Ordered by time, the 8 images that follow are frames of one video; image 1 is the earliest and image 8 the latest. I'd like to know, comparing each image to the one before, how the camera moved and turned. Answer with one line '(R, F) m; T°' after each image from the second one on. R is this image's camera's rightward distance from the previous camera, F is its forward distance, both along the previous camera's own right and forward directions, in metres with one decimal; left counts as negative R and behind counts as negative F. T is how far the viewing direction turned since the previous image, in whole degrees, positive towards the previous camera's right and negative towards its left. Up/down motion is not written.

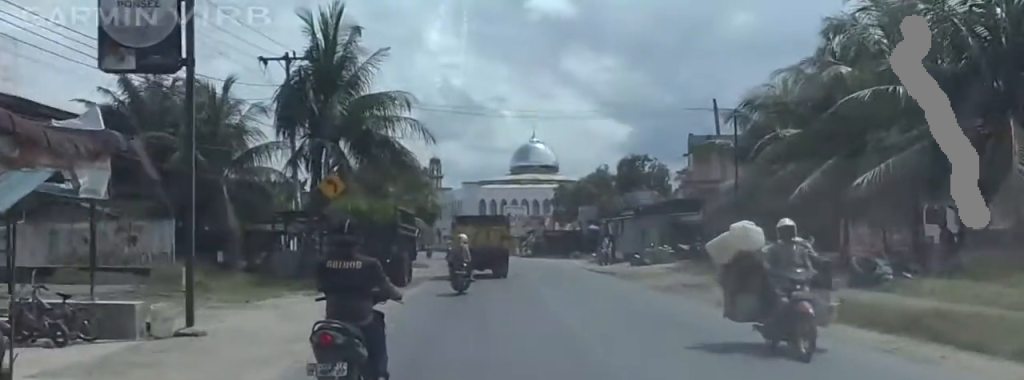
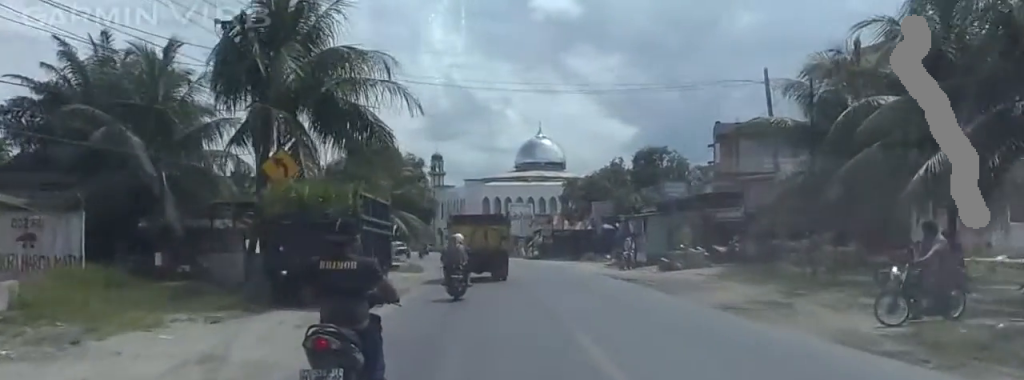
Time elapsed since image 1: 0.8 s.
(-0.7, +6.0) m; -7°
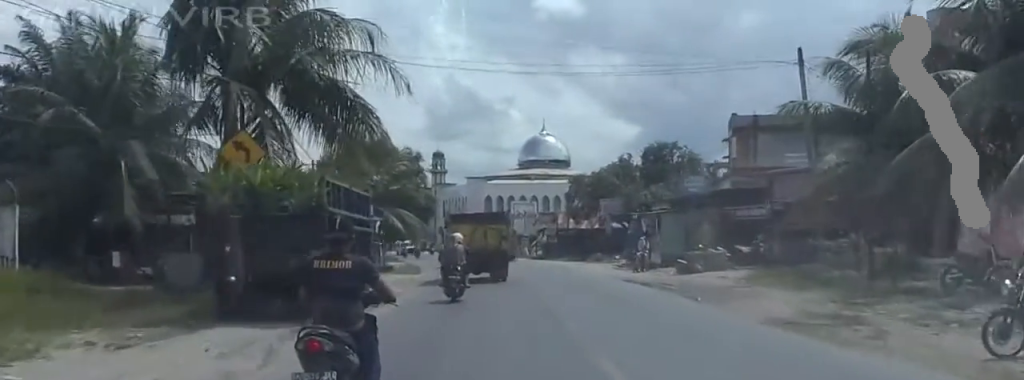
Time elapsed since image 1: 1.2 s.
(0.0, +2.8) m; 0°
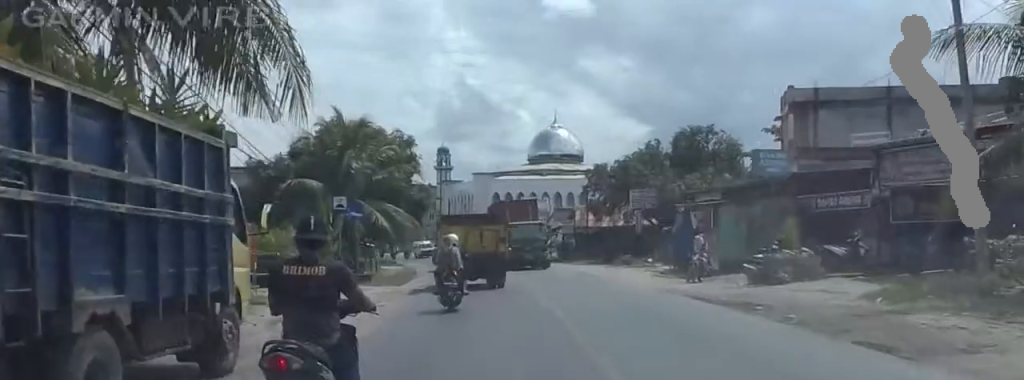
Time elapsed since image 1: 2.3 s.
(0.0, +8.0) m; 0°
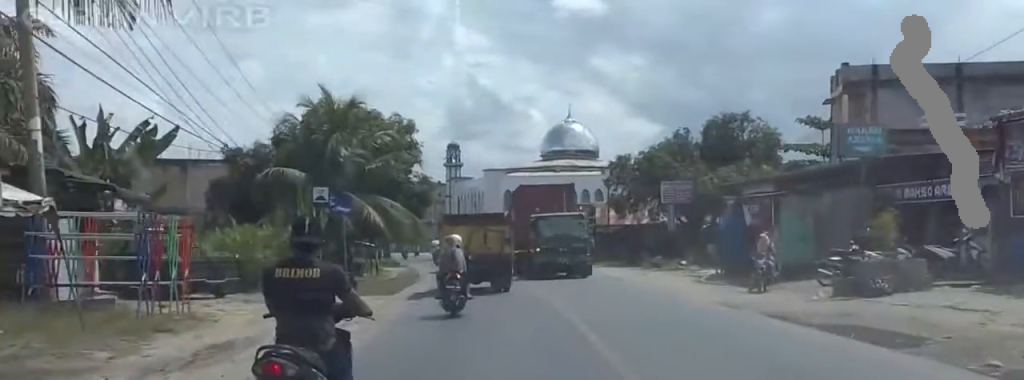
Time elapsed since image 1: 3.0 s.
(0.0, +4.9) m; 0°
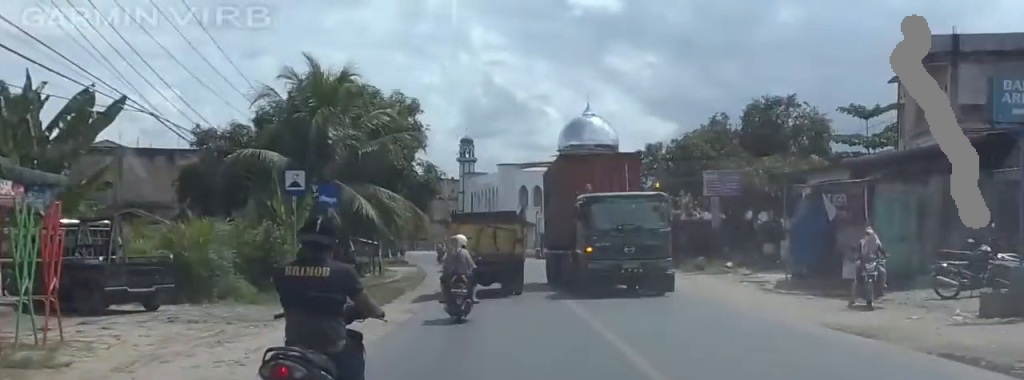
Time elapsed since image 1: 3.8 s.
(0.0, +4.7) m; 0°
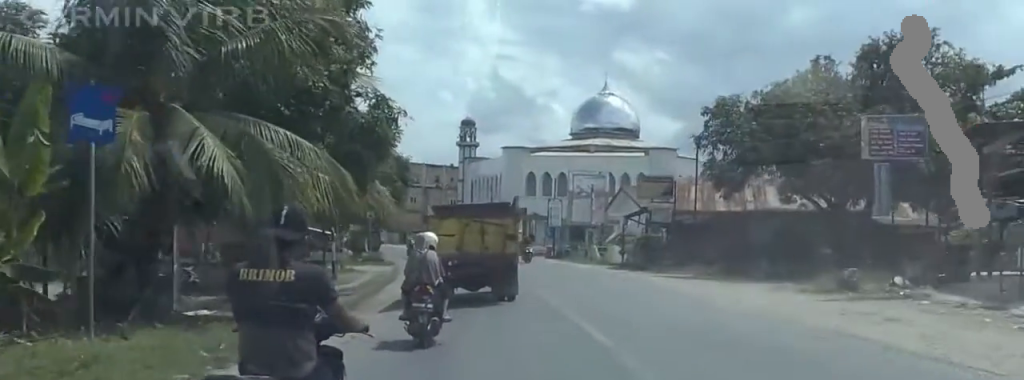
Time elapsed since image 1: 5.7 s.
(0.0, +11.8) m; 0°
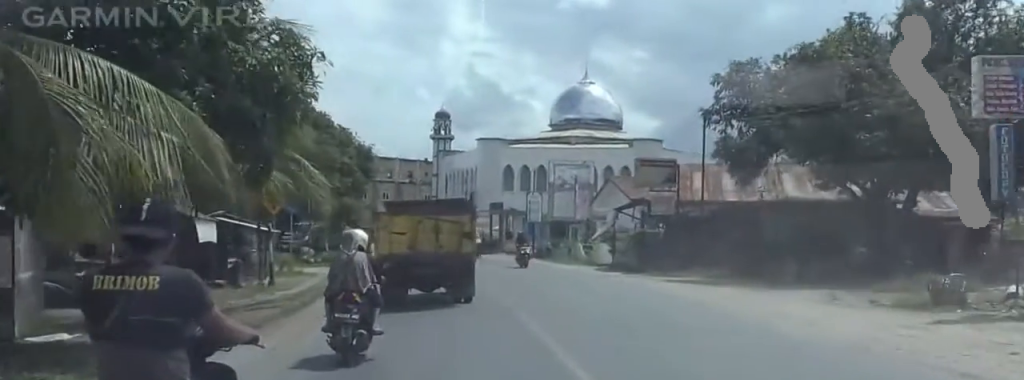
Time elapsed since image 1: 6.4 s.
(0.0, +4.6) m; 0°
